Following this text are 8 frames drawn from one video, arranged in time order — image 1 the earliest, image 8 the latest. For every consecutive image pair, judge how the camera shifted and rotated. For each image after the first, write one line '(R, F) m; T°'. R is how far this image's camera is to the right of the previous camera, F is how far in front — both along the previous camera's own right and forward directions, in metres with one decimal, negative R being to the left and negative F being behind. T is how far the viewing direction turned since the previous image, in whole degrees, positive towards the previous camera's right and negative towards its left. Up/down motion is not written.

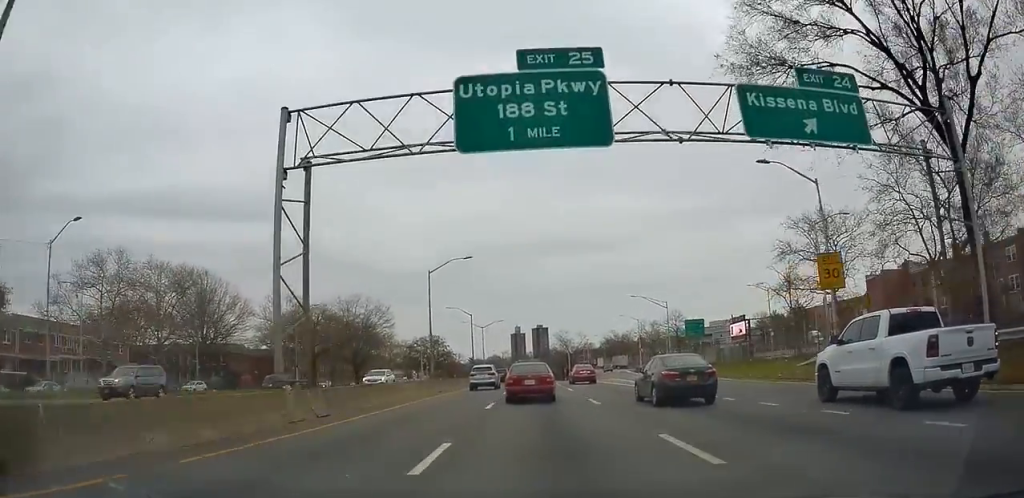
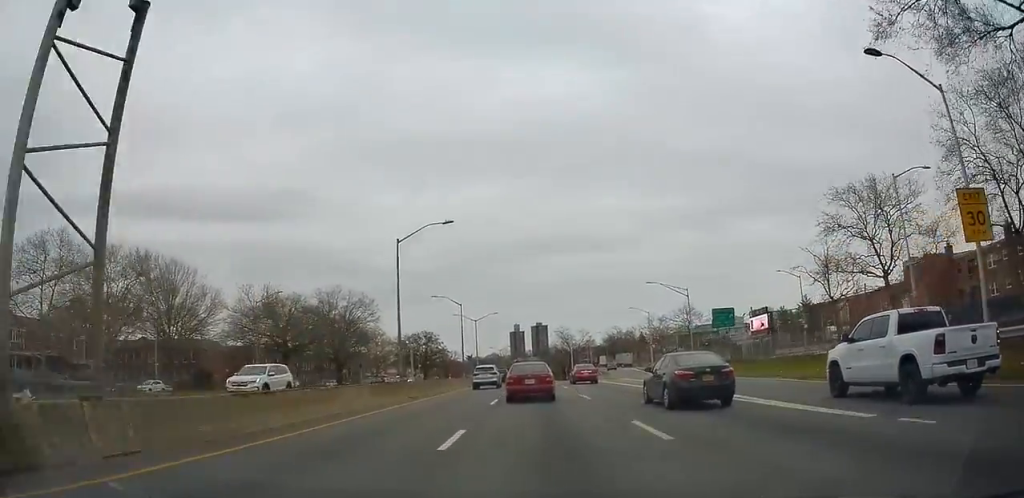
(0.0, +9.4) m; 0°
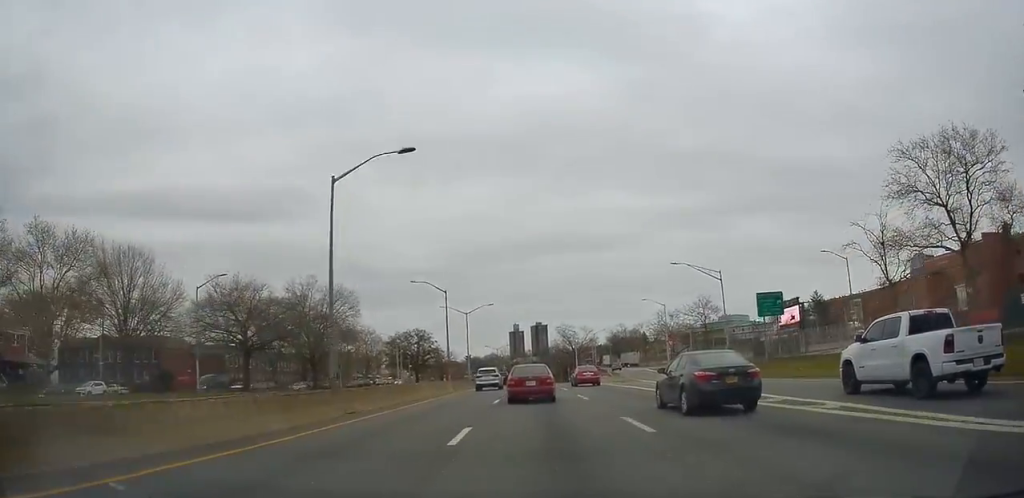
(+0.1, +10.3) m; -1°
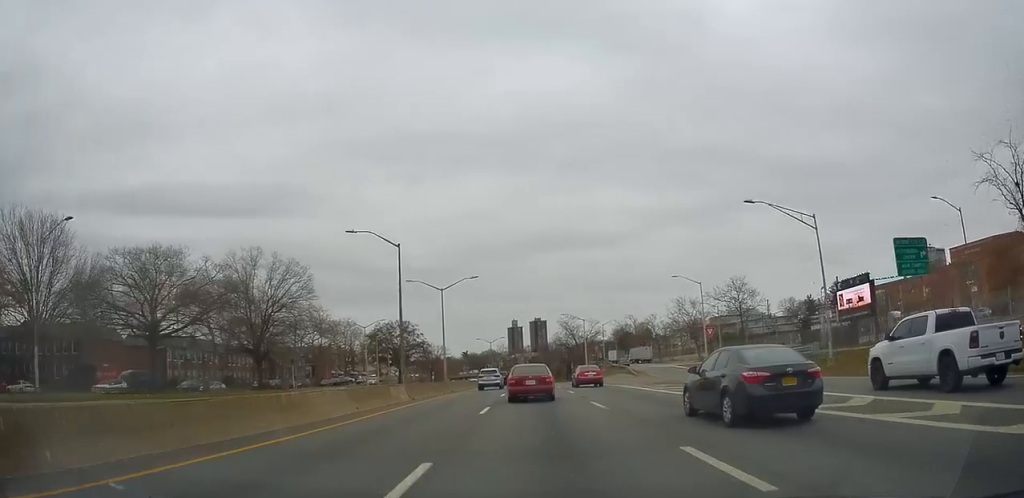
(-0.4, +16.8) m; 0°
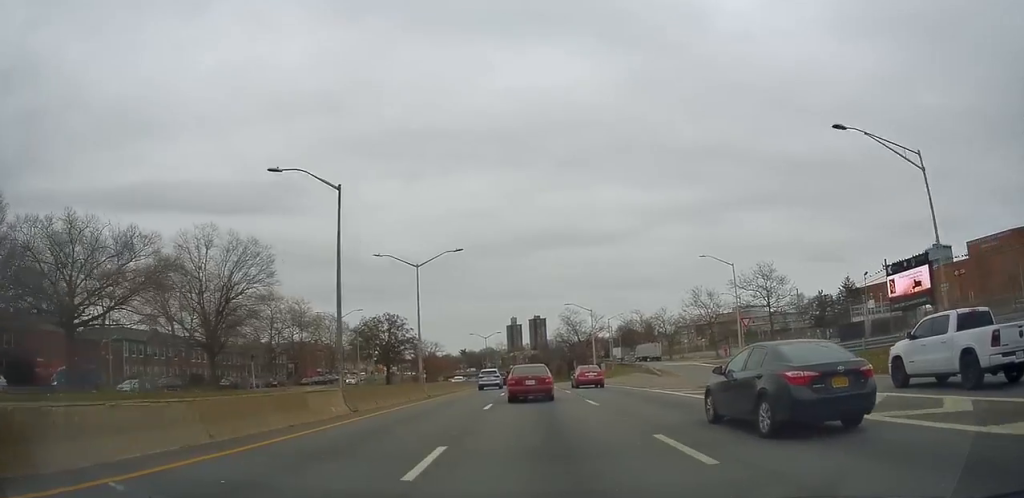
(-0.2, +9.9) m; +1°
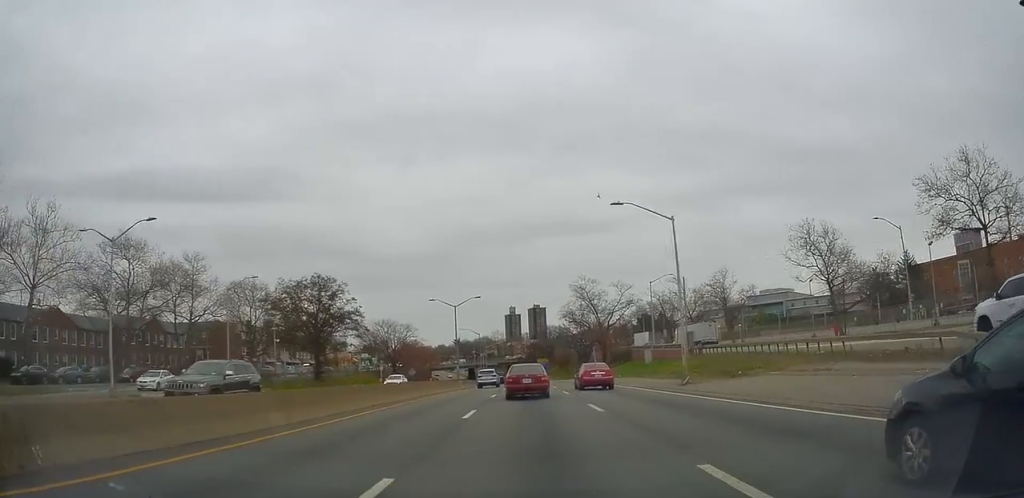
(+1.2, +37.6) m; 0°
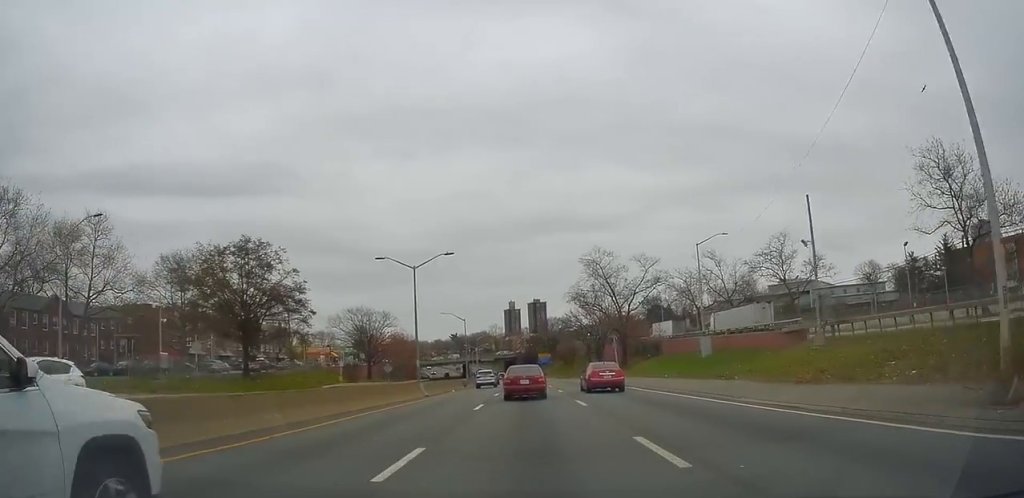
(-0.4, +20.8) m; 0°
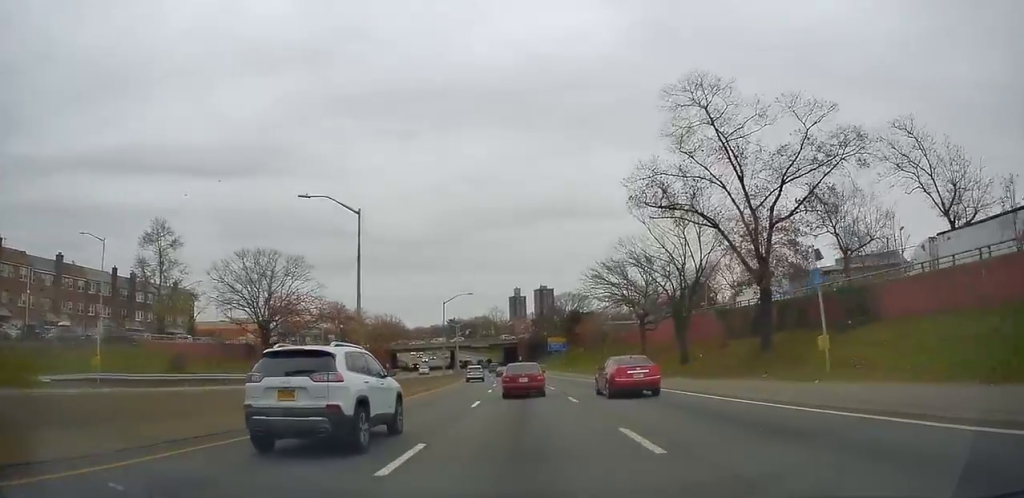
(+0.6, +46.6) m; +1°
